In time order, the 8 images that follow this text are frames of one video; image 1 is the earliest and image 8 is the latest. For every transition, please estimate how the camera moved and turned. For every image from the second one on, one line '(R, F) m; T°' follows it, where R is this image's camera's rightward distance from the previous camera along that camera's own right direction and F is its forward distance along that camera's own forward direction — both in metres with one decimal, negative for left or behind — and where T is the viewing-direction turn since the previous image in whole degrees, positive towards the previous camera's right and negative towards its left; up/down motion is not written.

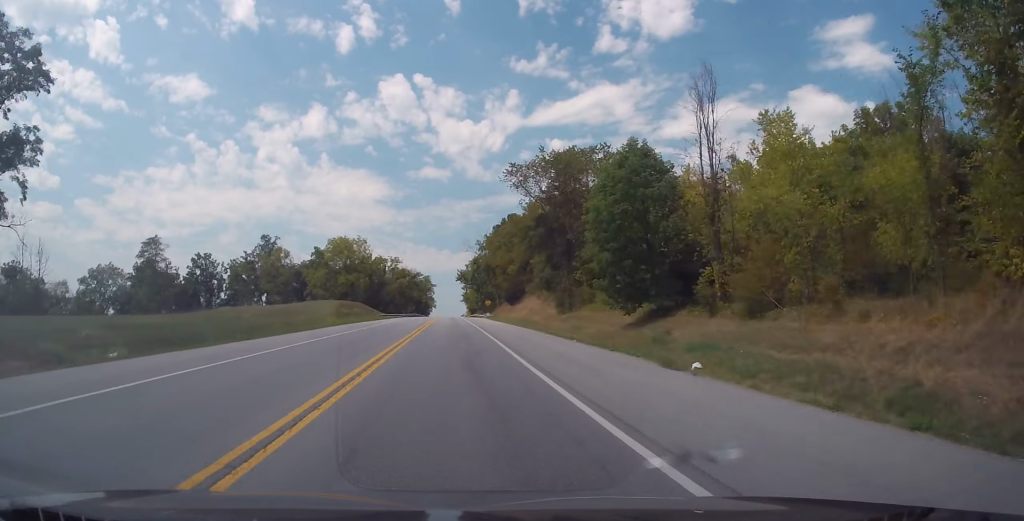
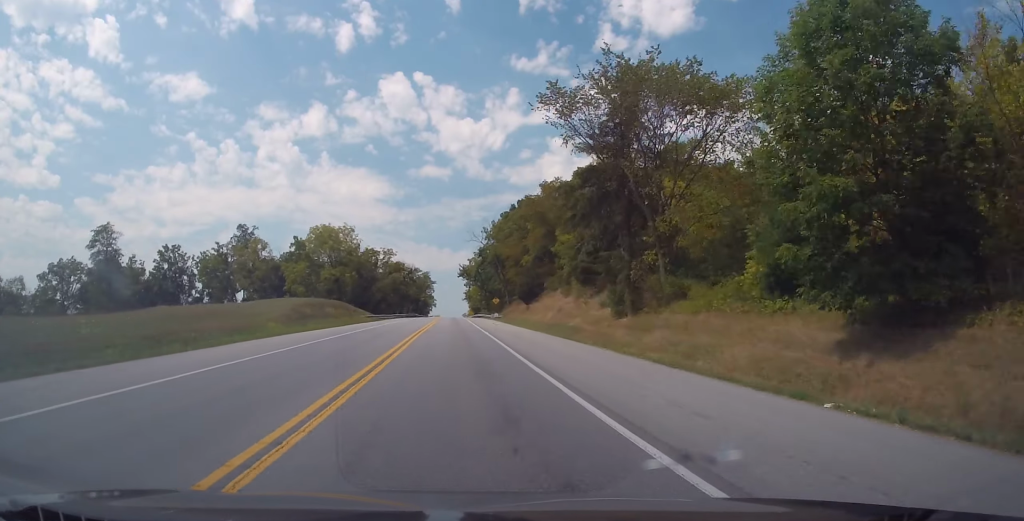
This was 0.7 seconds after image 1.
(-0.2, +19.8) m; 0°
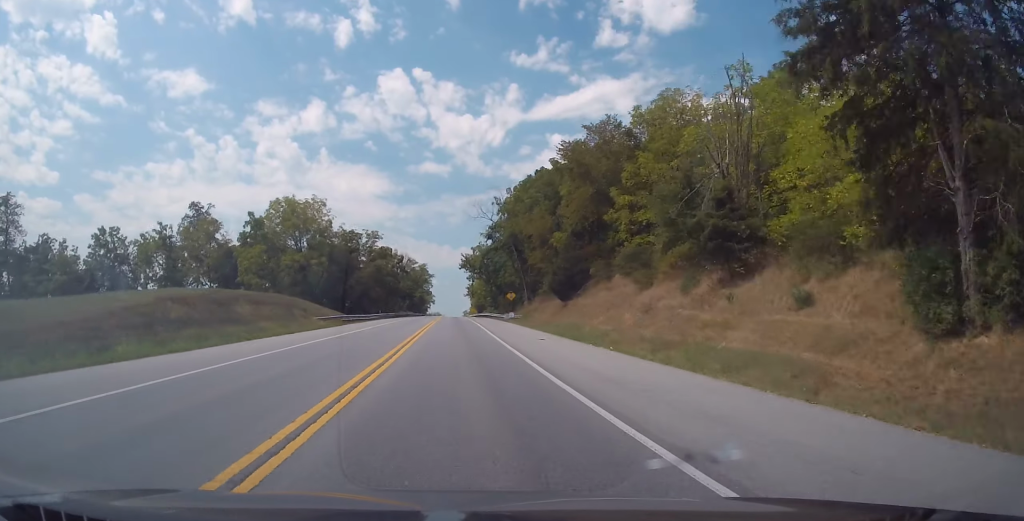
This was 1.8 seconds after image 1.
(+0.4, +27.8) m; +1°
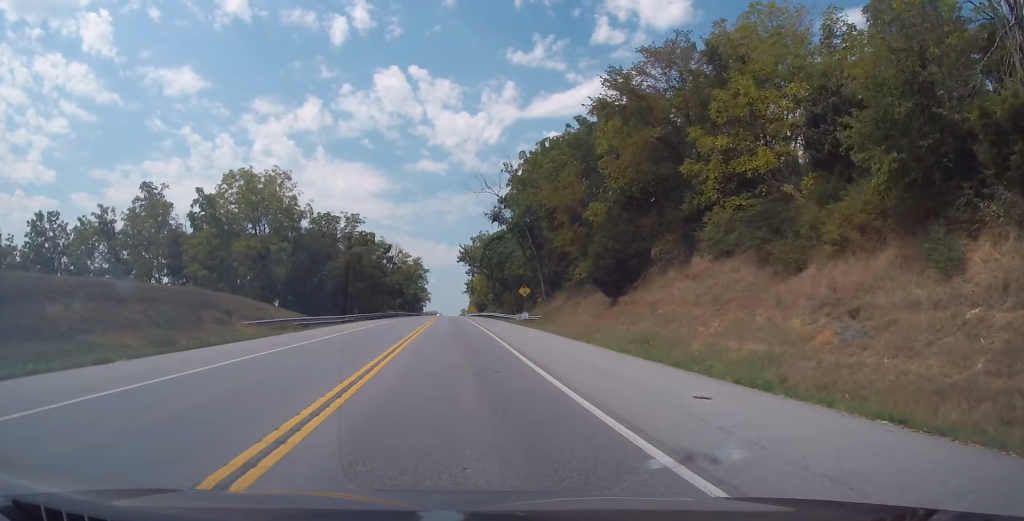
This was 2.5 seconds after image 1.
(0.0, +18.7) m; 0°
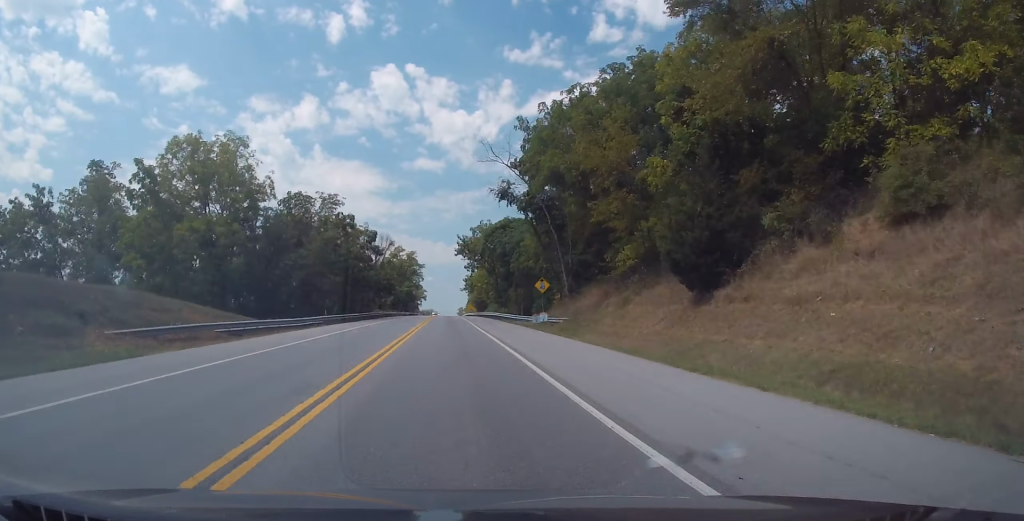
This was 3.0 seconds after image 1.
(0.0, +15.1) m; -1°
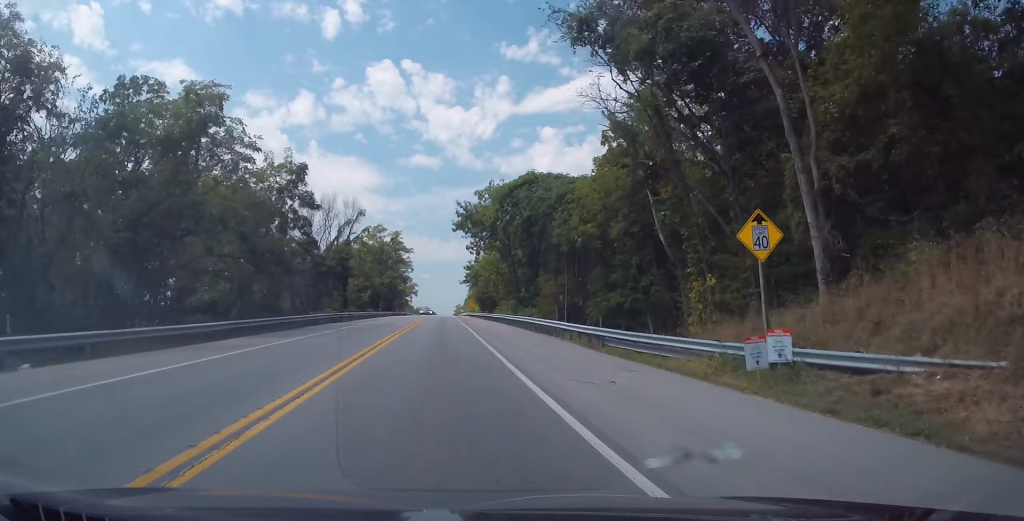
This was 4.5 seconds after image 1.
(-0.6, +38.1) m; 0°
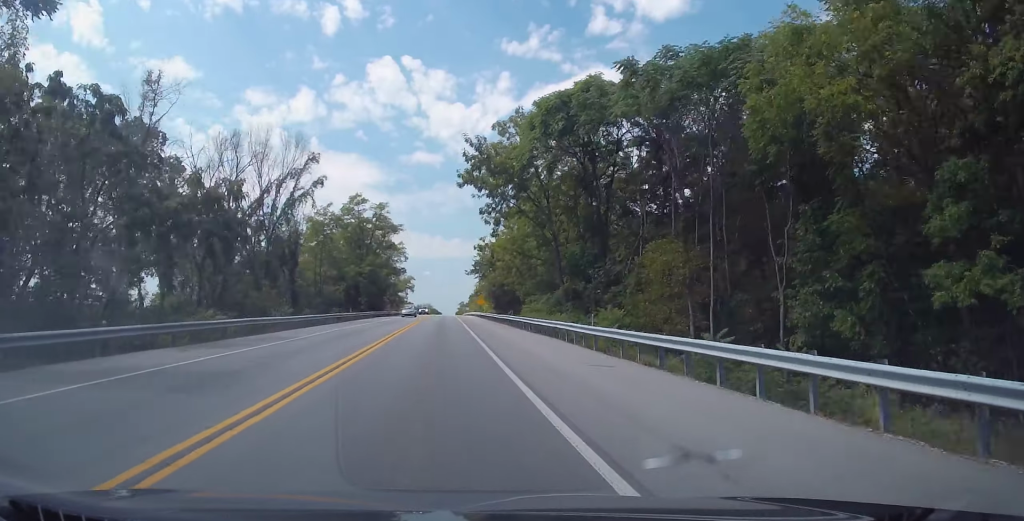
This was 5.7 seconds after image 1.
(+0.5, +31.8) m; +1°
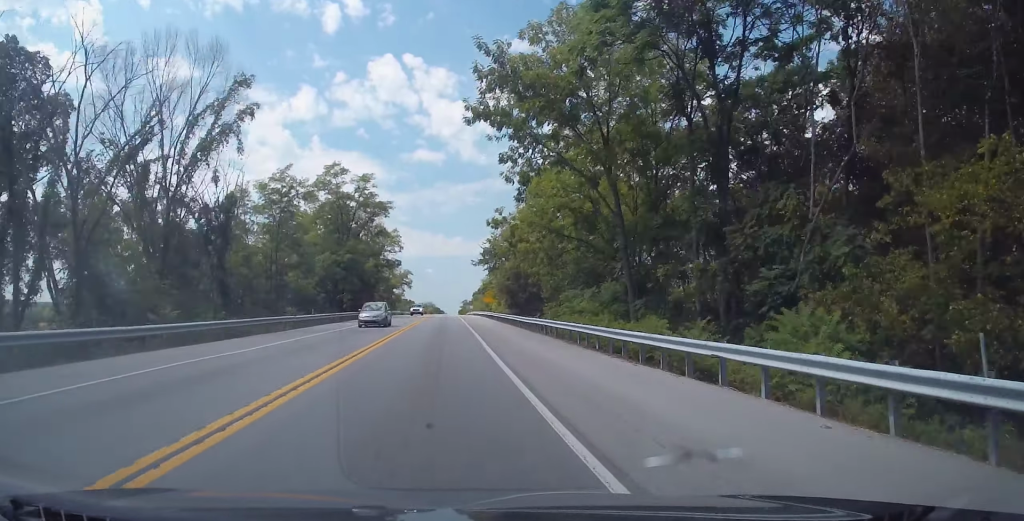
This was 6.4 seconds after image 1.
(0.0, +19.4) m; 0°
